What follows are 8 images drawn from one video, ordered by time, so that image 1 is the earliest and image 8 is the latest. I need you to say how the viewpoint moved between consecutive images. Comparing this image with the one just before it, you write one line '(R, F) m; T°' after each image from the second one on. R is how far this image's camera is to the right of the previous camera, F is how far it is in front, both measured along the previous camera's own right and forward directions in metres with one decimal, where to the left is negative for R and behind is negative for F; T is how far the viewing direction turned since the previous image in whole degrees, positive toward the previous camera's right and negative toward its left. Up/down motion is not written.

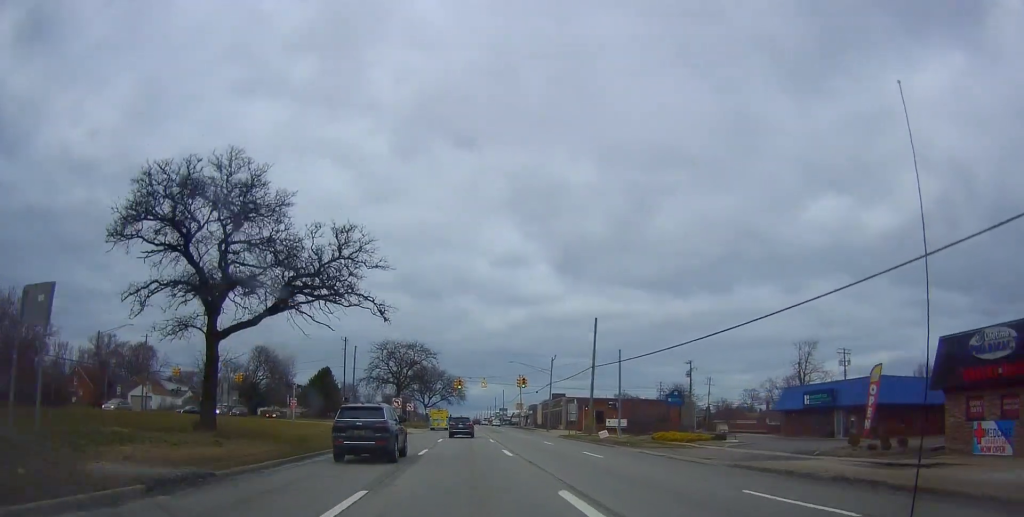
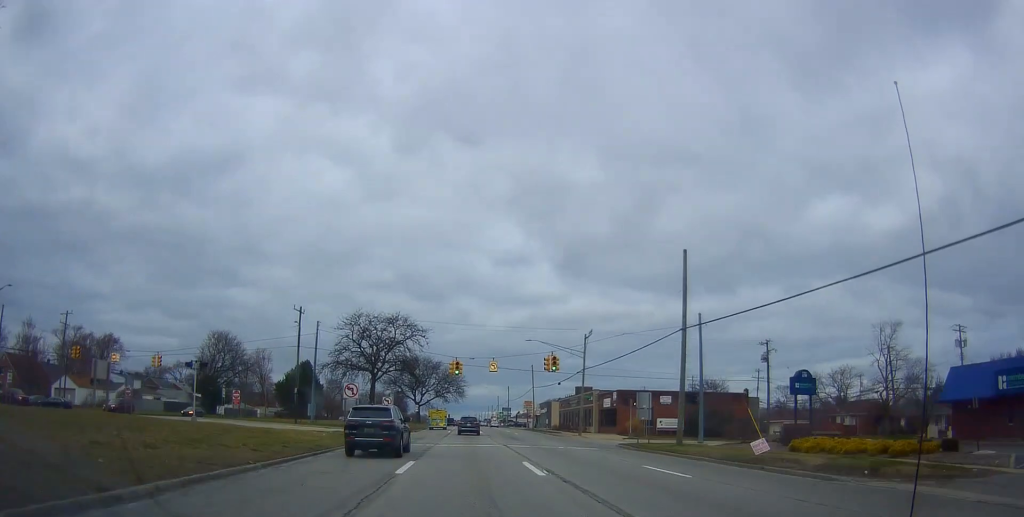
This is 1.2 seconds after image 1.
(+0.1, +23.2) m; +2°
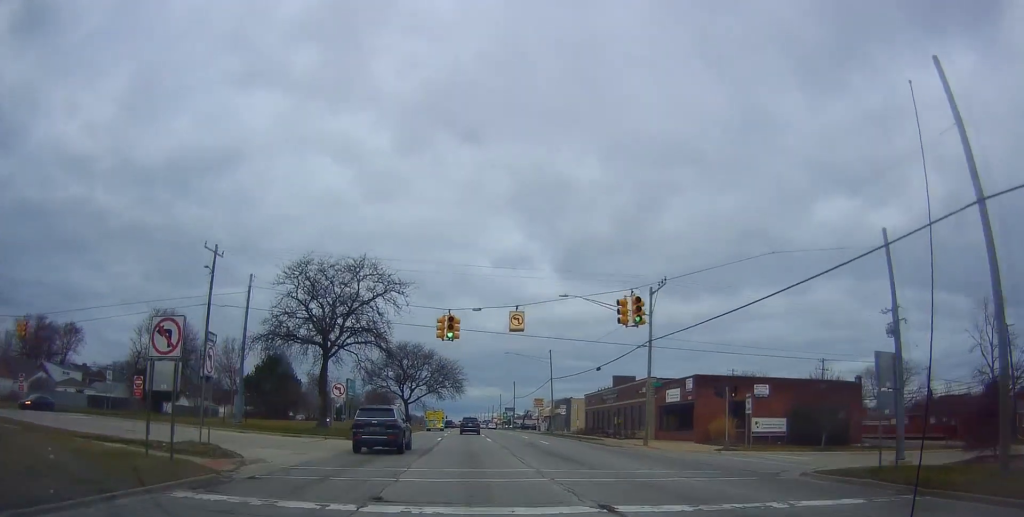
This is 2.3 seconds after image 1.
(+0.3, +22.2) m; 0°
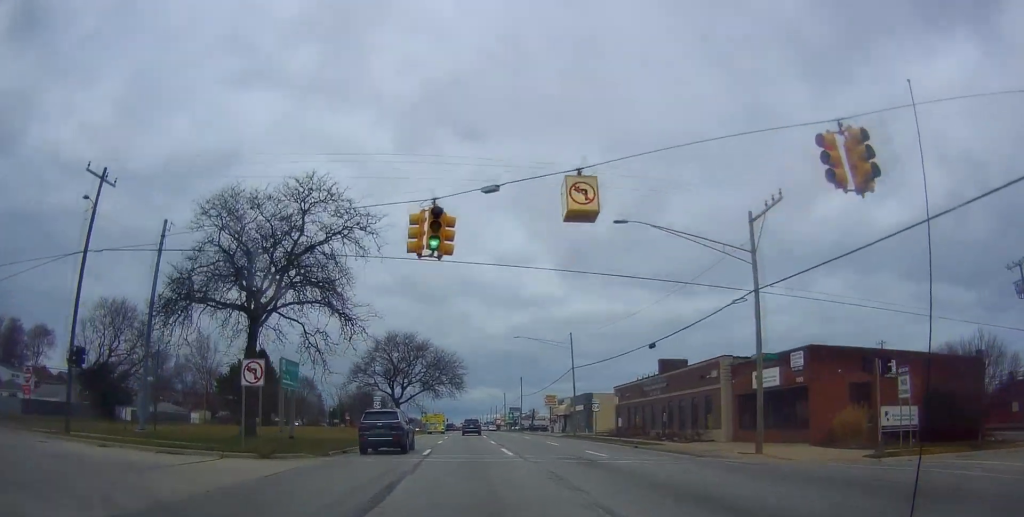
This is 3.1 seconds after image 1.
(-0.2, +15.0) m; -2°
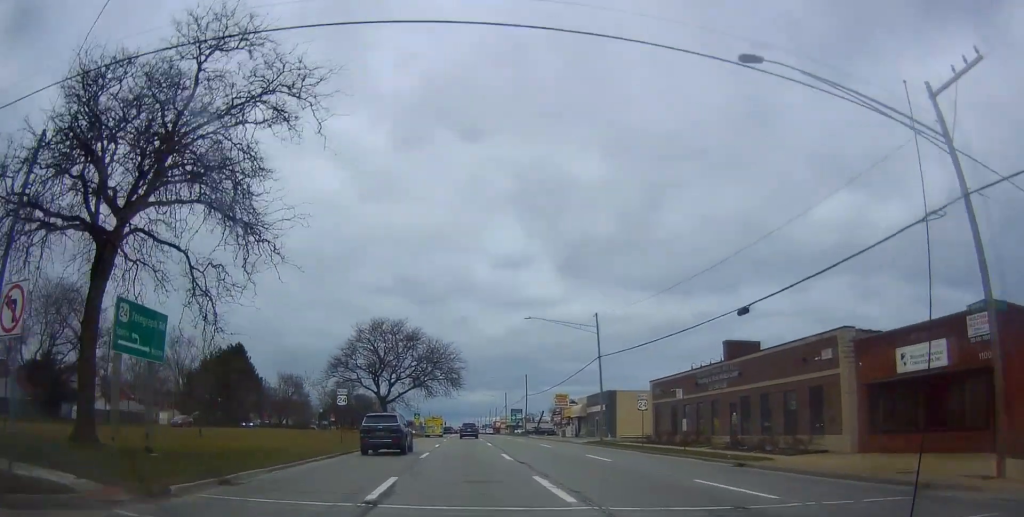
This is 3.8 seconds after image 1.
(-0.2, +13.1) m; -1°
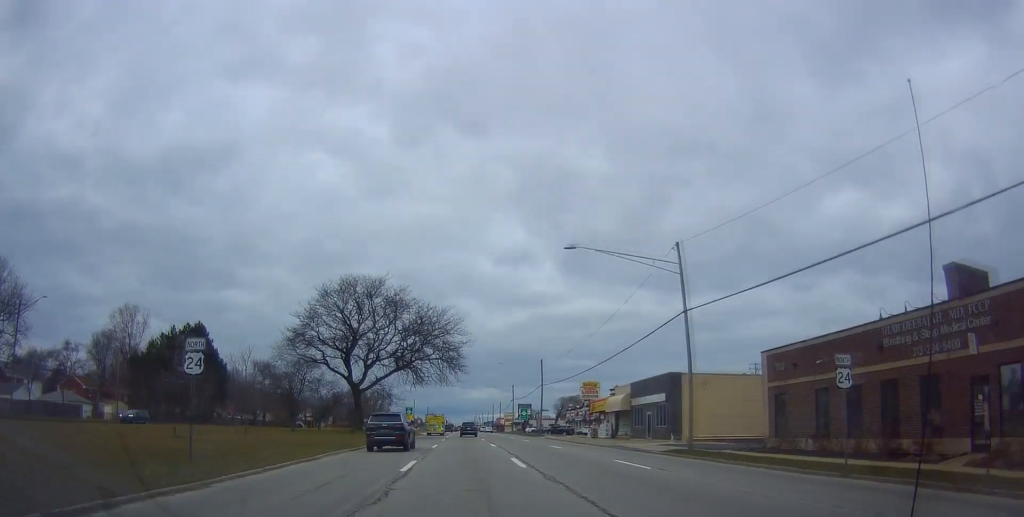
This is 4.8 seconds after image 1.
(-0.1, +19.7) m; +1°
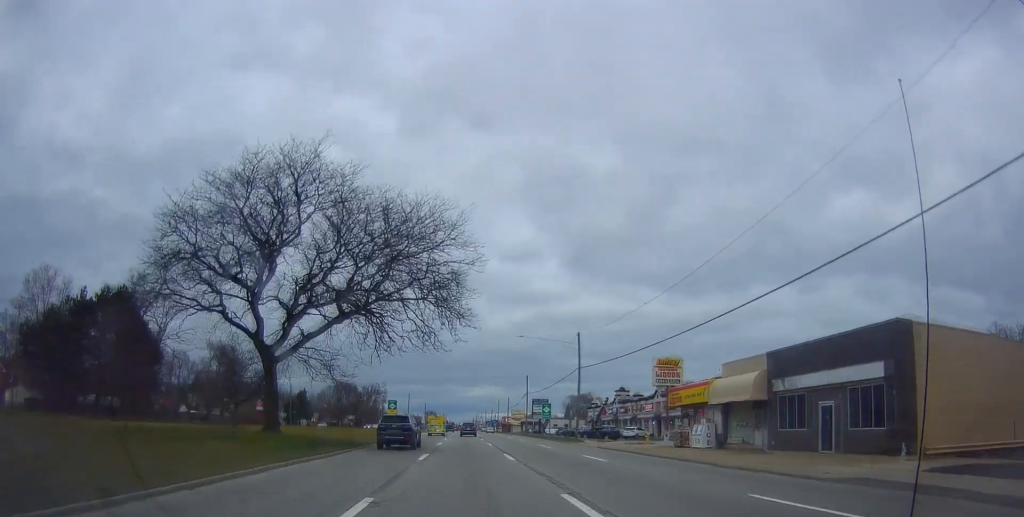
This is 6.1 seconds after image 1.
(+0.1, +26.1) m; 0°
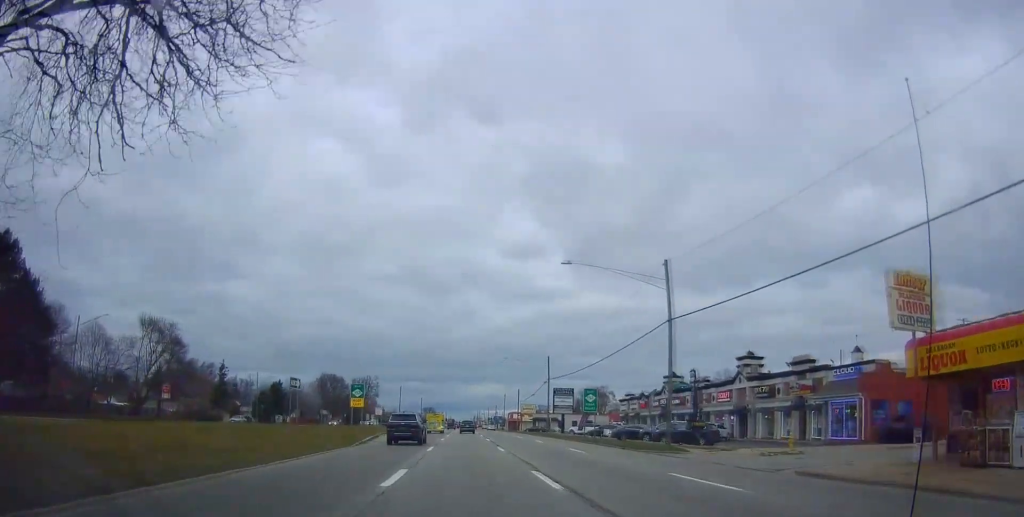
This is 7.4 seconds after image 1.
(+0.4, +25.8) m; +1°
